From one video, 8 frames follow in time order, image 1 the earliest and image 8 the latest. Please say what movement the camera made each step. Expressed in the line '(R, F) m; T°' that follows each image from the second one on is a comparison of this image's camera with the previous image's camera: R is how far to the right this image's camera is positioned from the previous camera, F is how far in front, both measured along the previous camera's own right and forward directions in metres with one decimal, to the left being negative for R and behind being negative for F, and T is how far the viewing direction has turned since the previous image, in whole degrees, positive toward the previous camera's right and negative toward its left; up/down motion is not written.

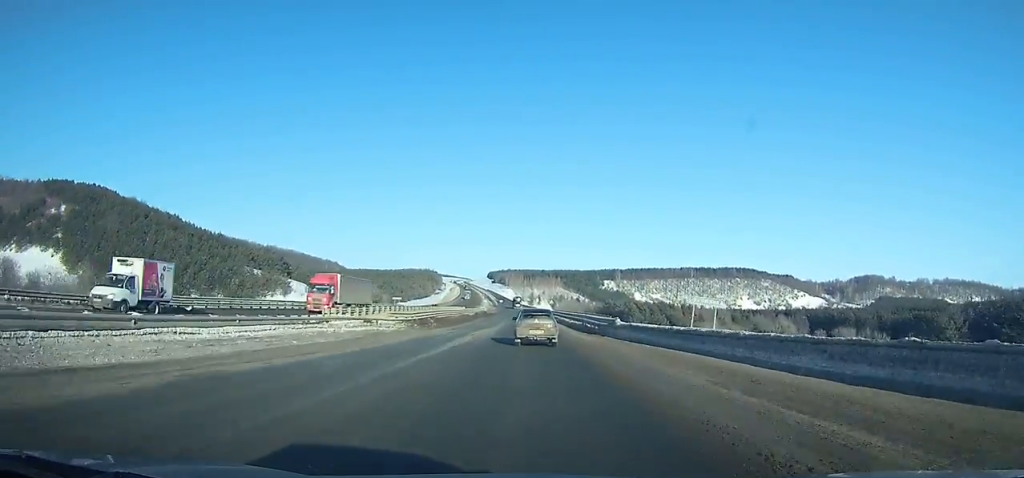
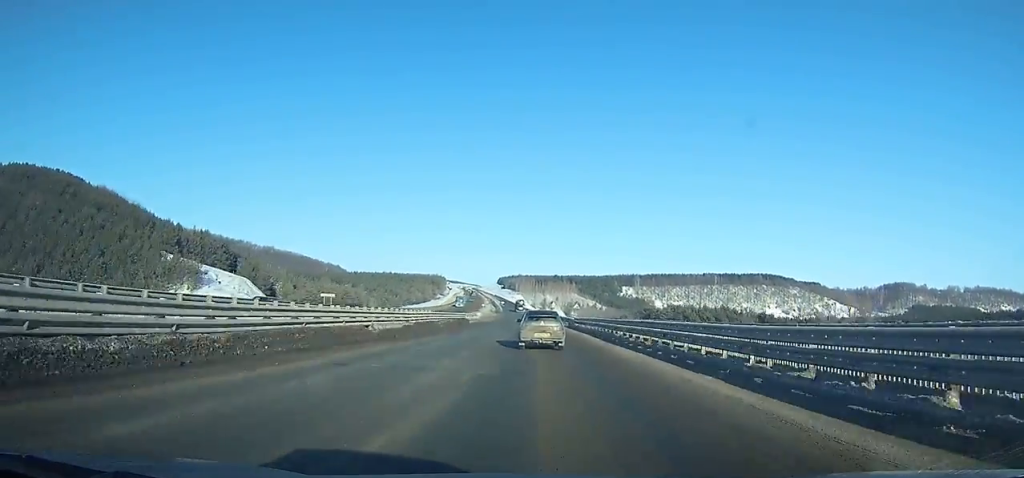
(-0.2, +51.8) m; -1°
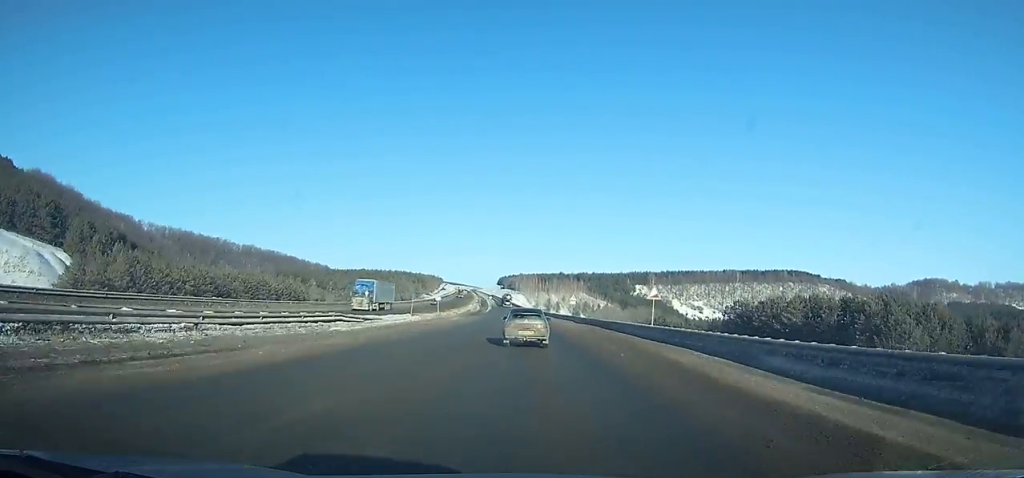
(-0.5, +73.6) m; -1°
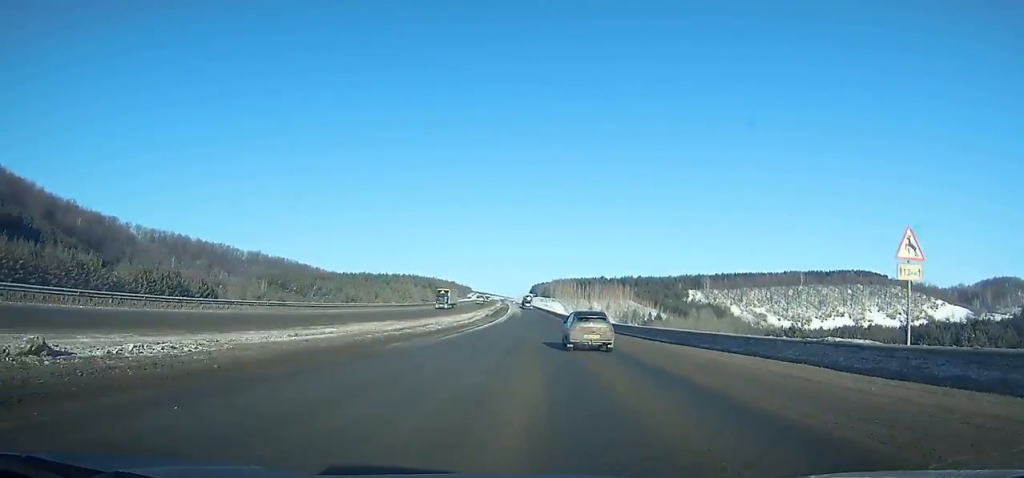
(-1.0, +80.1) m; -2°
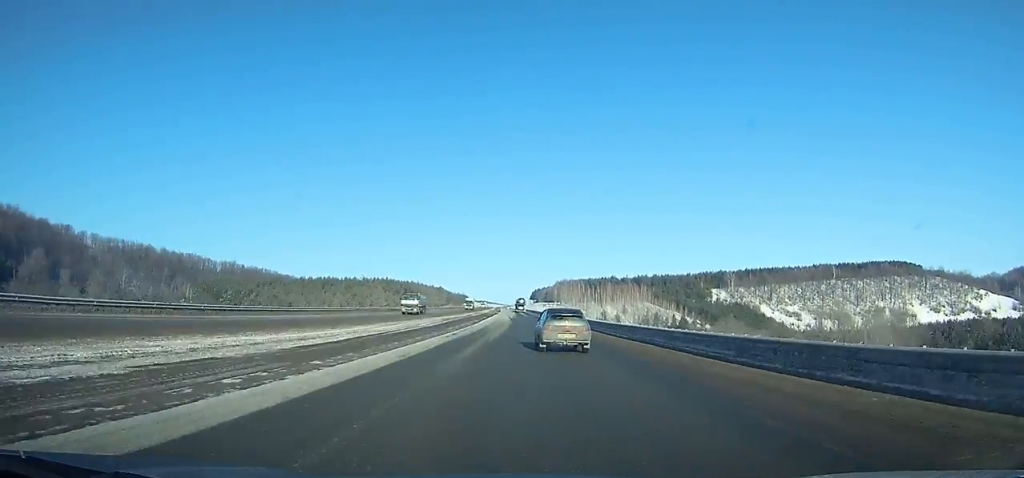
(-0.9, +64.1) m; -2°
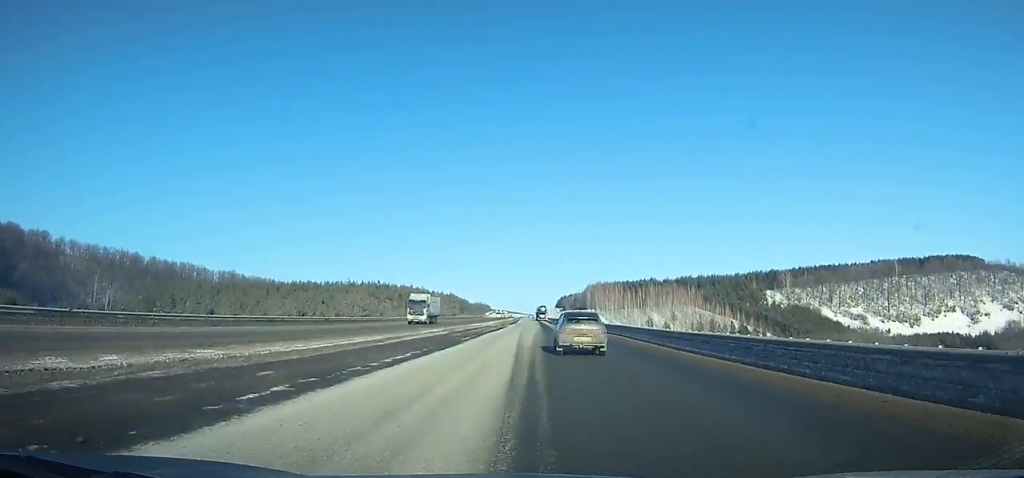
(-0.7, +58.9) m; -1°
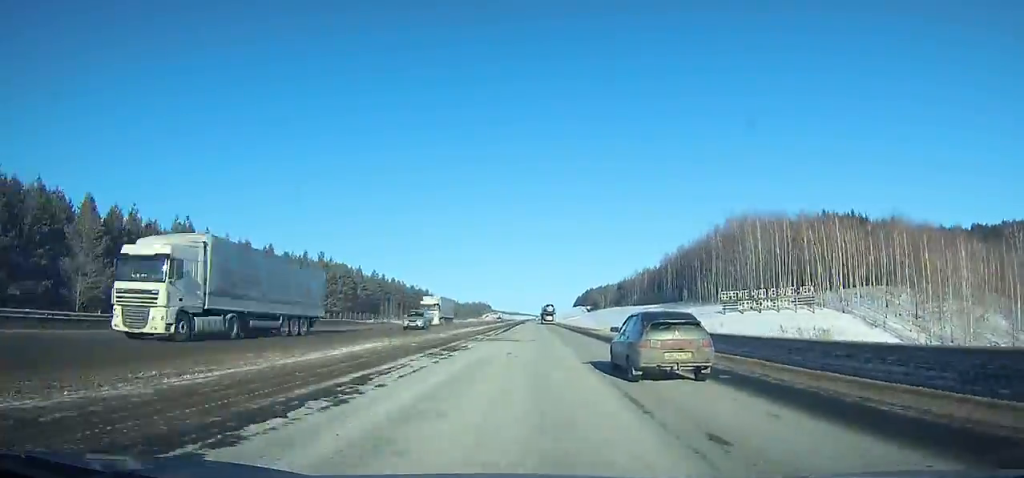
(-3.2, +206.2) m; -2°
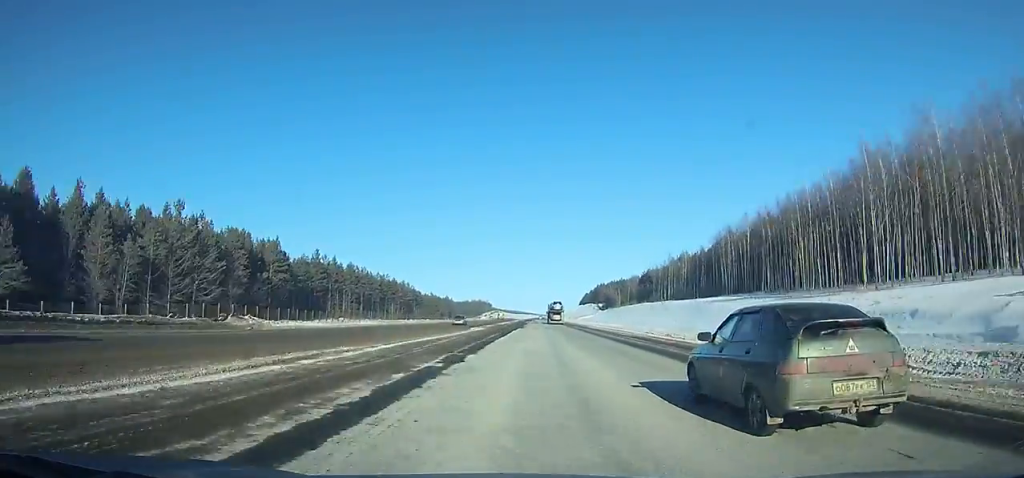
(-0.1, +49.3) m; 0°
